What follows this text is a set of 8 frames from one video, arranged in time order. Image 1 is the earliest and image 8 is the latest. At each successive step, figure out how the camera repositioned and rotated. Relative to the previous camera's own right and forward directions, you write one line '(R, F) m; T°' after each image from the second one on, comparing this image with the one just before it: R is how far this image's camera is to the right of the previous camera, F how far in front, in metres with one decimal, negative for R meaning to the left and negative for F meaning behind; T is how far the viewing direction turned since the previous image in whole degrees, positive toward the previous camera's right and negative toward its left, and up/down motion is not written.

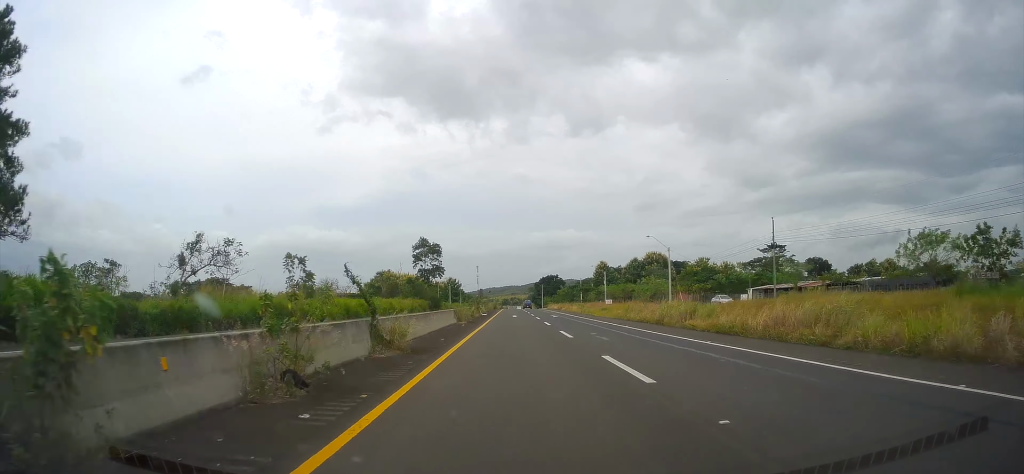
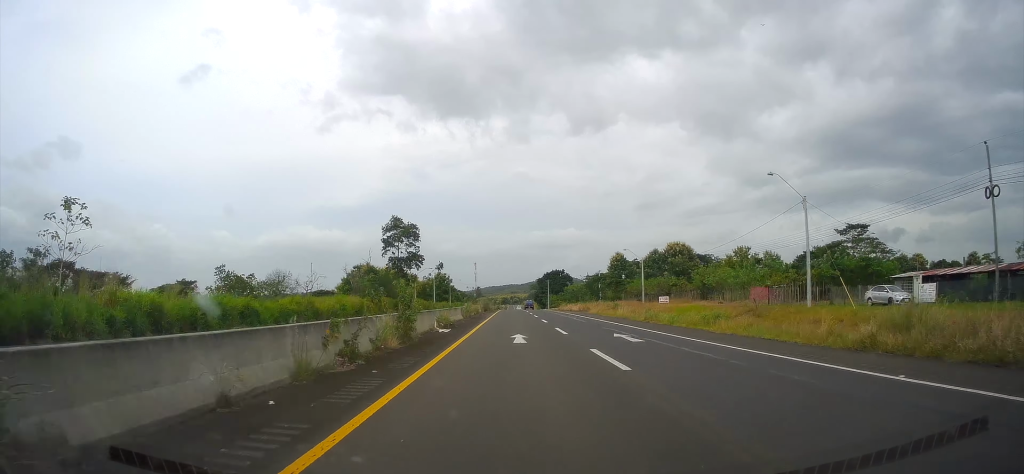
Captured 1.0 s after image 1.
(-0.2, +34.5) m; 0°
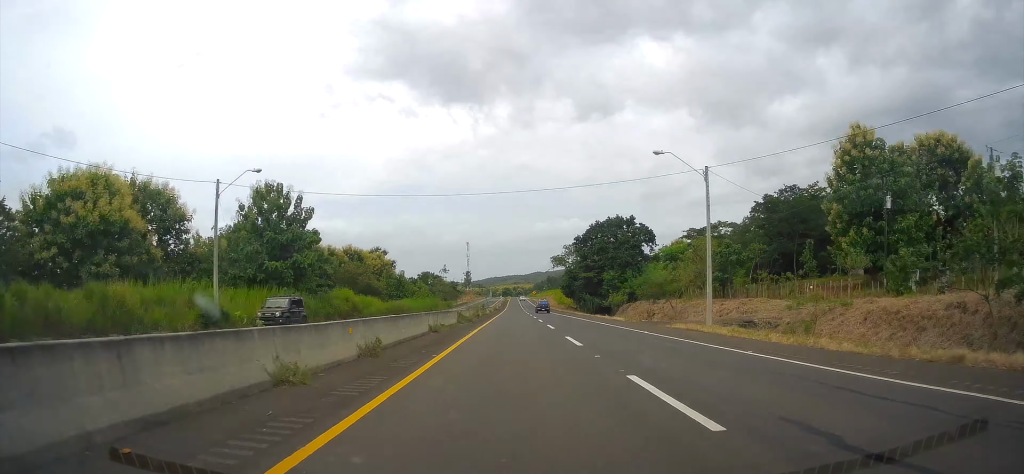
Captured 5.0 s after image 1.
(-0.3, +138.8) m; 0°
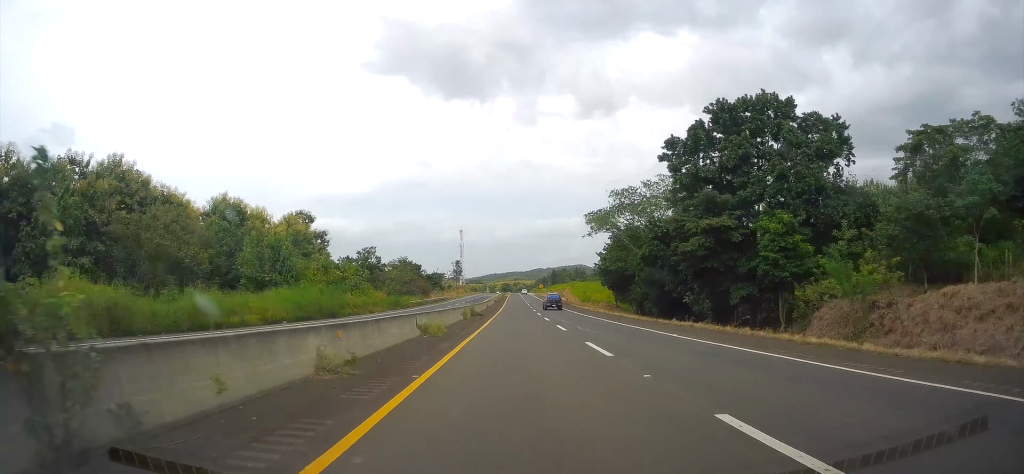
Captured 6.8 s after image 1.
(-0.3, +64.4) m; 0°
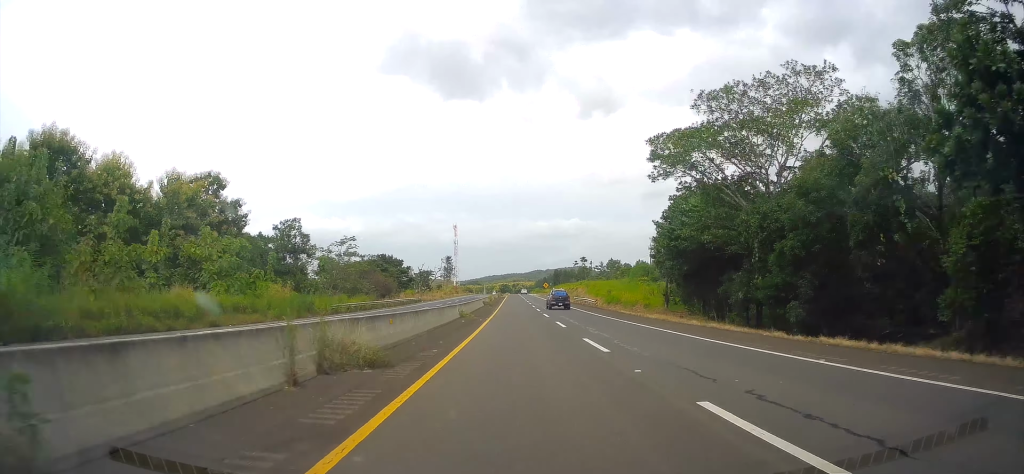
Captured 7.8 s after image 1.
(+0.2, +35.2) m; 0°
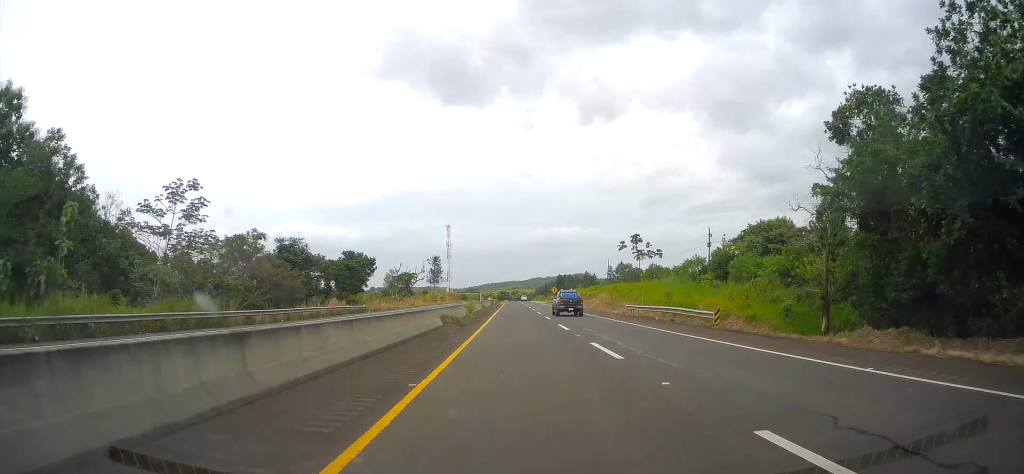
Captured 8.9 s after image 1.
(0.0, +38.2) m; 0°
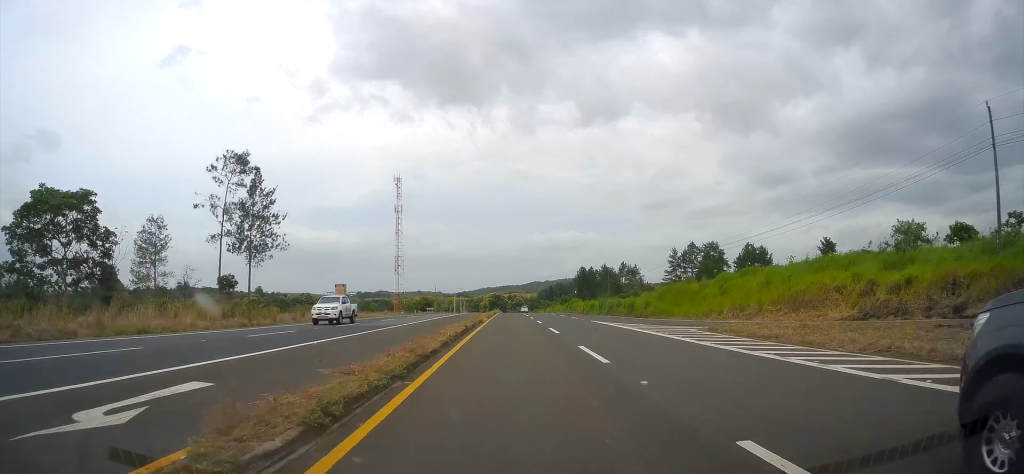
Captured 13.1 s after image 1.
(-0.2, +145.7) m; 0°
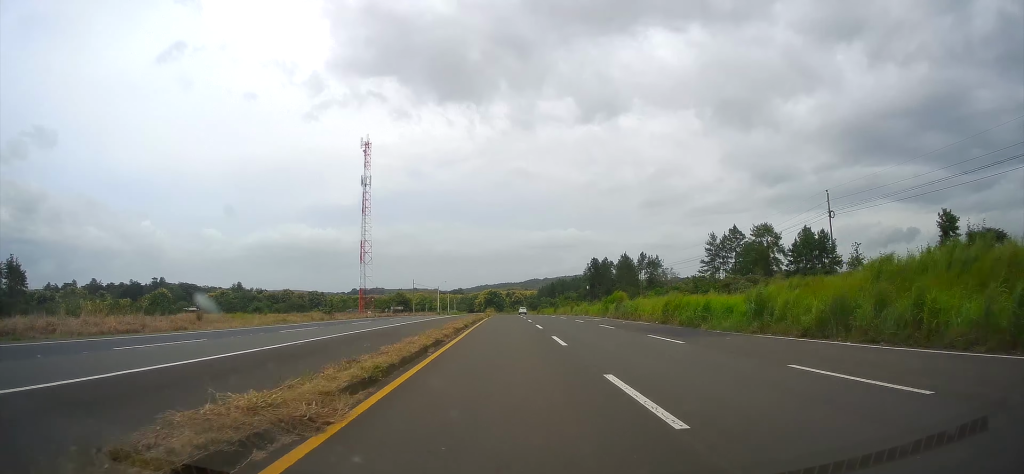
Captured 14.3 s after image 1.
(-0.1, +42.9) m; 0°
